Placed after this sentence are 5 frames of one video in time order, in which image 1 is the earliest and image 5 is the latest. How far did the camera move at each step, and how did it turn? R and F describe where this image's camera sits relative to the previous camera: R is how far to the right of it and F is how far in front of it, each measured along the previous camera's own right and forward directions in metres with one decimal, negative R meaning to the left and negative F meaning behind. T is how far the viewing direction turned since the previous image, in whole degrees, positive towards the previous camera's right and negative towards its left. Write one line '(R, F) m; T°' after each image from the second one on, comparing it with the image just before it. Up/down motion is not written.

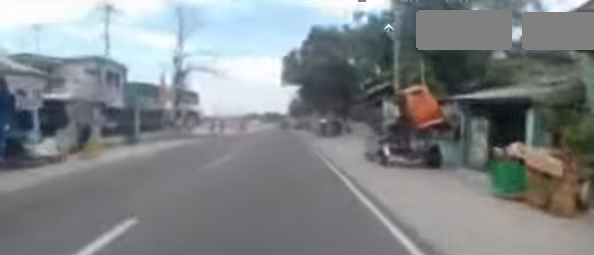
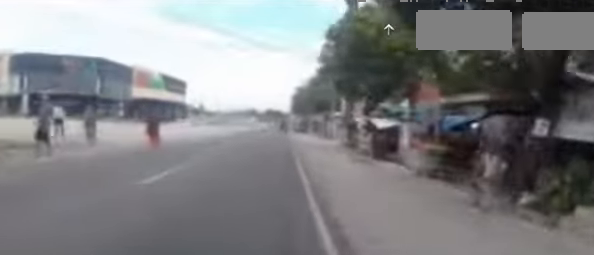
(0.0, +22.6) m; 0°
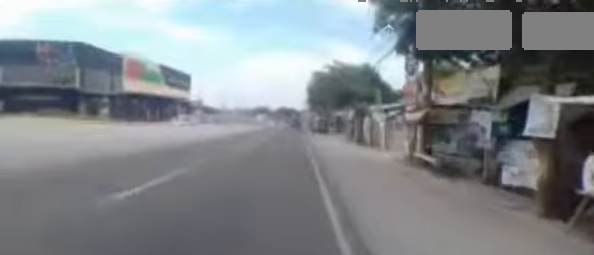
(0.0, +11.4) m; +2°
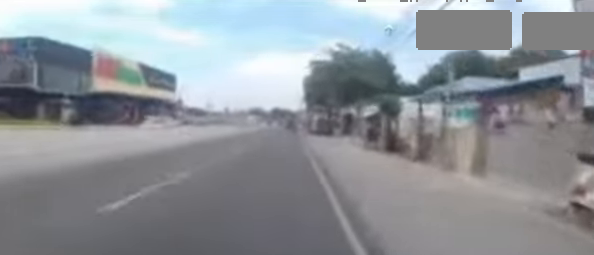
(+0.3, +8.1) m; +1°
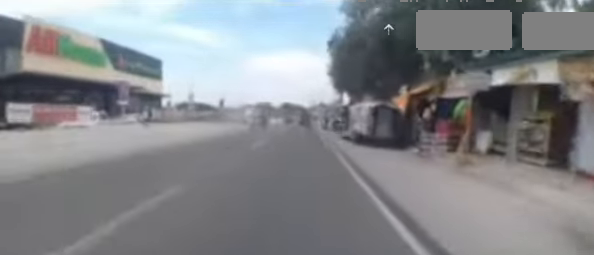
(-1.4, +19.5) m; -6°
